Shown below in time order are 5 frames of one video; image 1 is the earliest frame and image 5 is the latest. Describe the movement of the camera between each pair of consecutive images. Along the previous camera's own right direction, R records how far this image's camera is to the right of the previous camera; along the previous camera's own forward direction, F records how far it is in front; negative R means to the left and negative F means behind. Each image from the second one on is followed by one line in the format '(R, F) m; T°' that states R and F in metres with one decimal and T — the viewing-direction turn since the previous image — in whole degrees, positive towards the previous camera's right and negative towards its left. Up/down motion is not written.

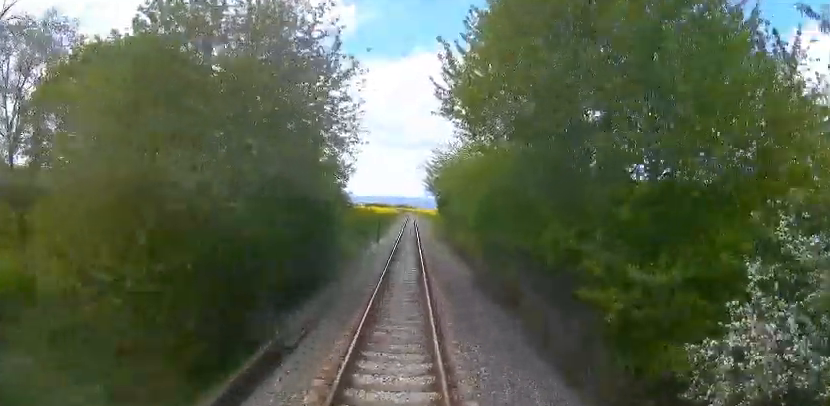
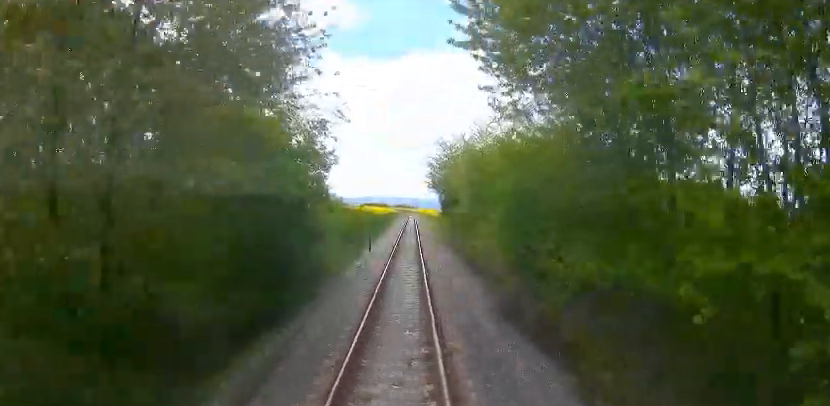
(-0.1, +5.9) m; 0°
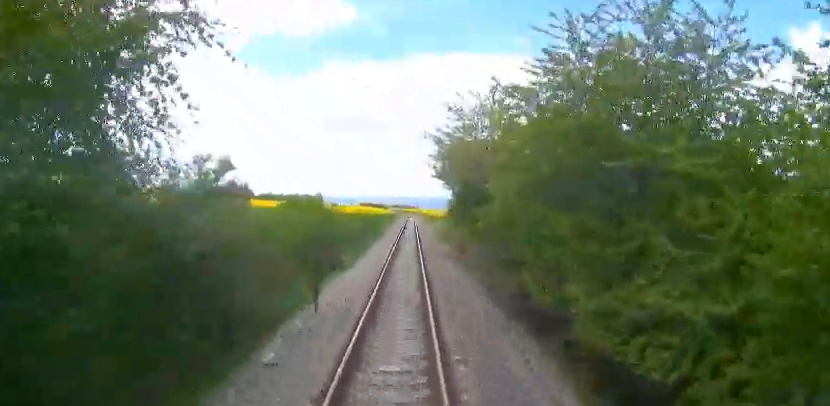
(+0.2, +15.4) m; +2°
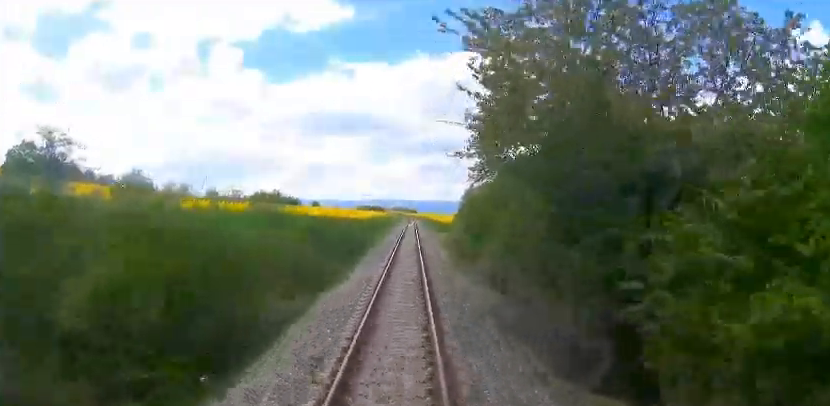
(+0.2, +16.6) m; +1°
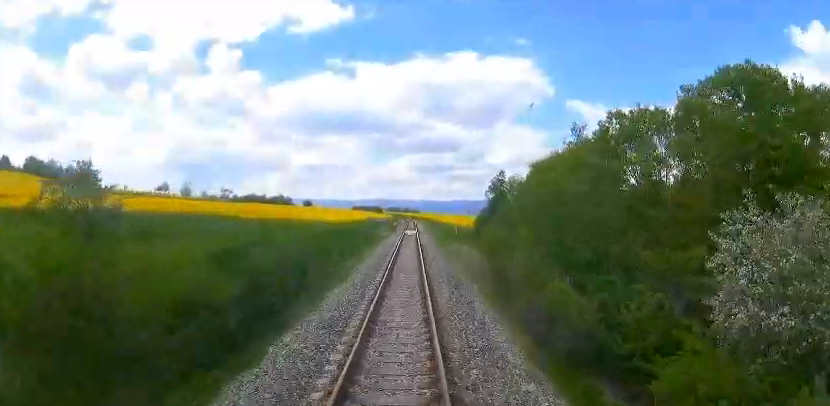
(-0.1, +23.1) m; -1°
